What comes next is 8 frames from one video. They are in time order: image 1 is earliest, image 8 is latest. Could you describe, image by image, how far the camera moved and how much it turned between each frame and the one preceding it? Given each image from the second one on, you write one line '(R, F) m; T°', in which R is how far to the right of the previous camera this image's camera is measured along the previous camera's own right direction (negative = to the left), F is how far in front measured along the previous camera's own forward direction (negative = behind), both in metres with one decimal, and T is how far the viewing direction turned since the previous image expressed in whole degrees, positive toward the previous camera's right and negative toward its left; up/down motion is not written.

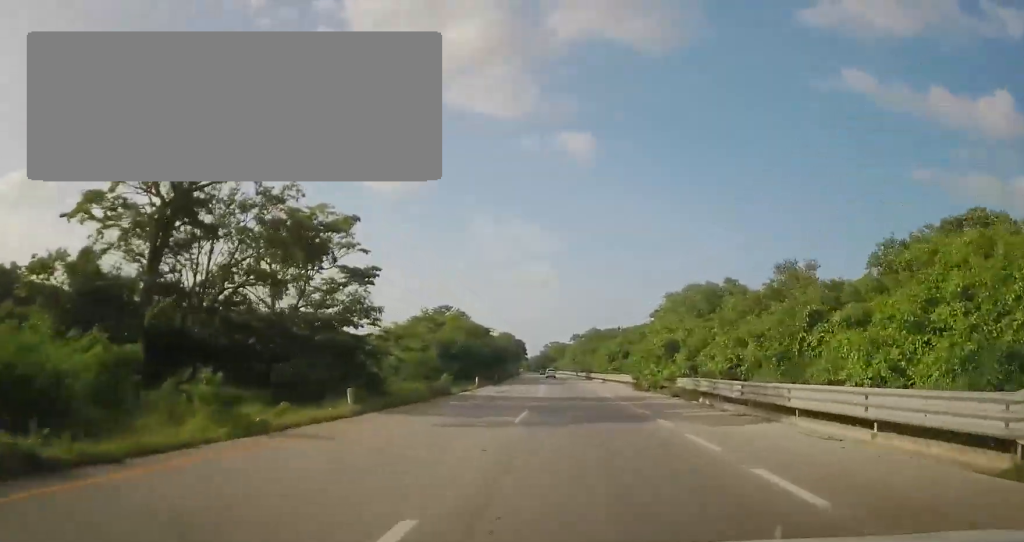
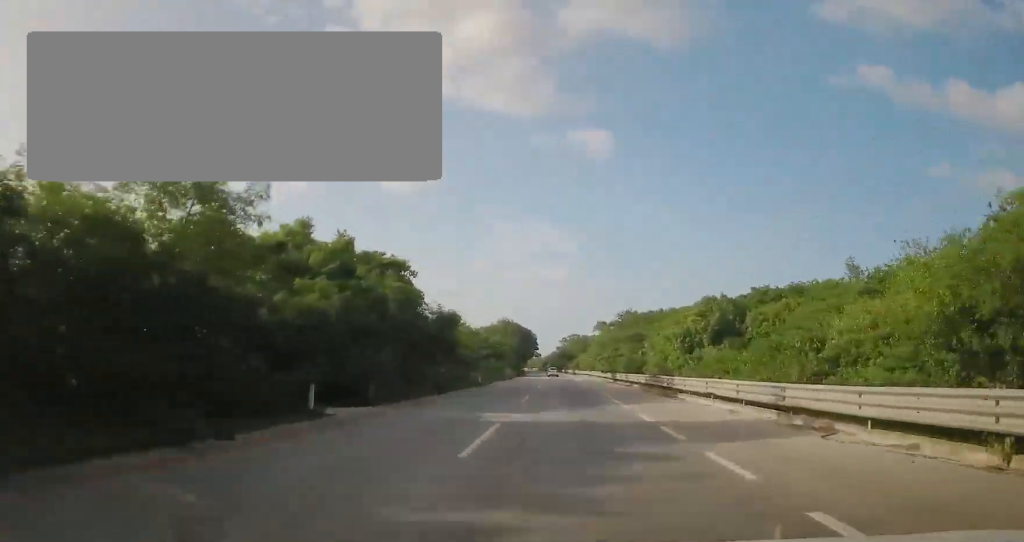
(-0.4, +52.8) m; -1°
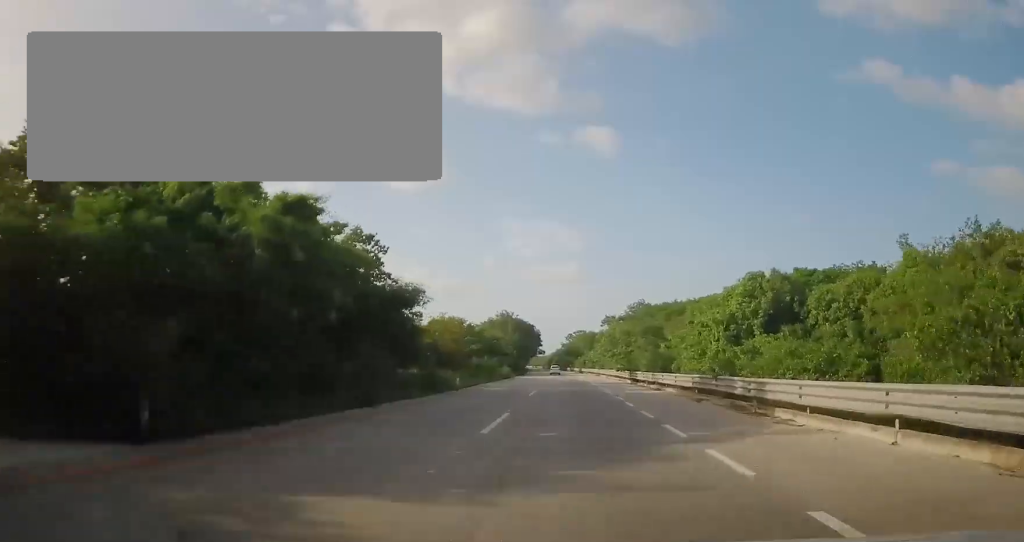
(-0.1, +12.3) m; -1°
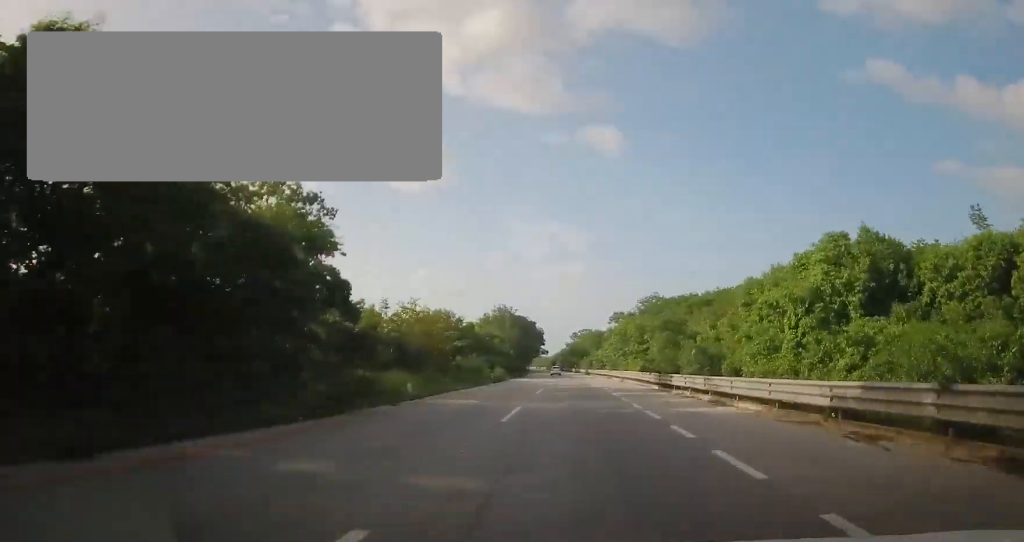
(-0.3, +12.8) m; -1°
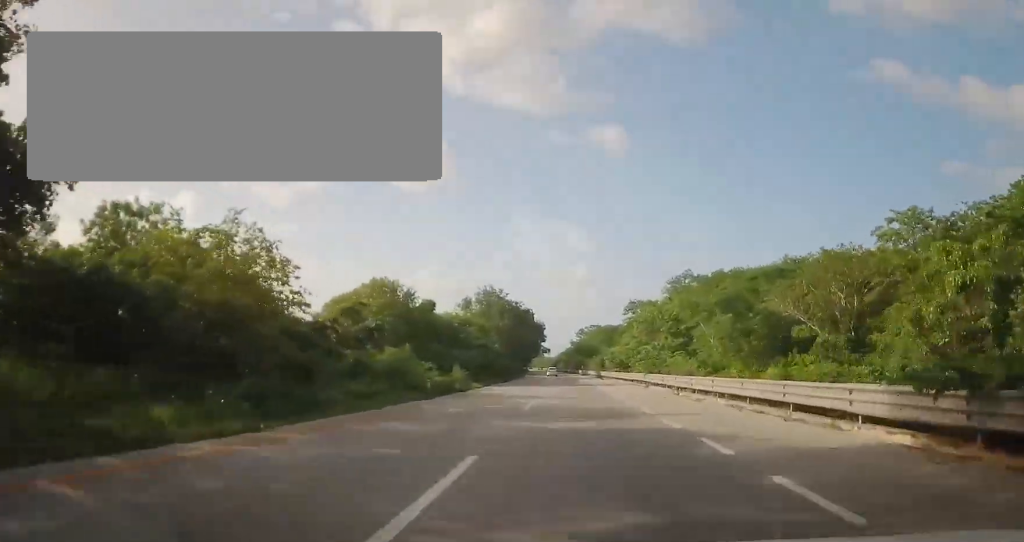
(-0.3, +27.1) m; -2°
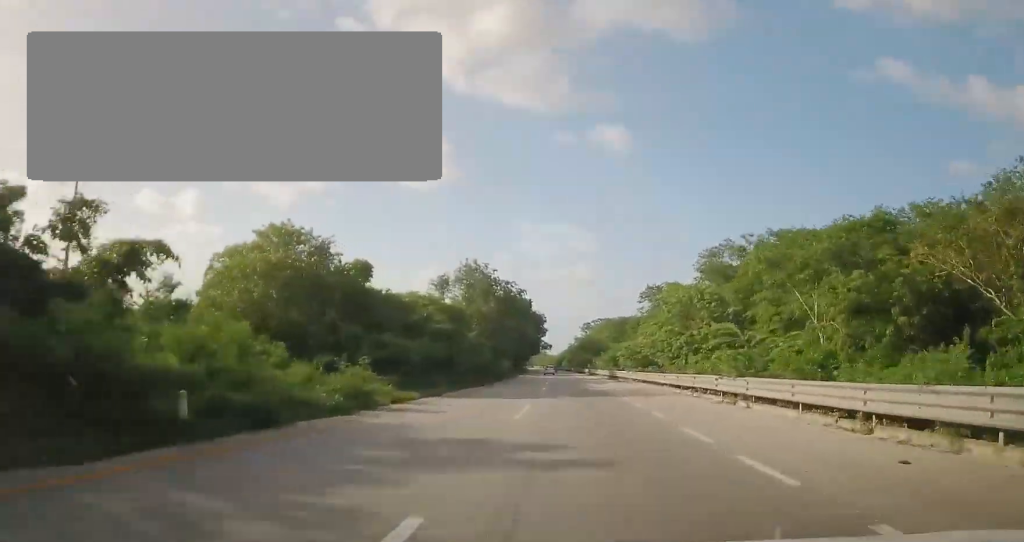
(-0.2, +19.5) m; -1°
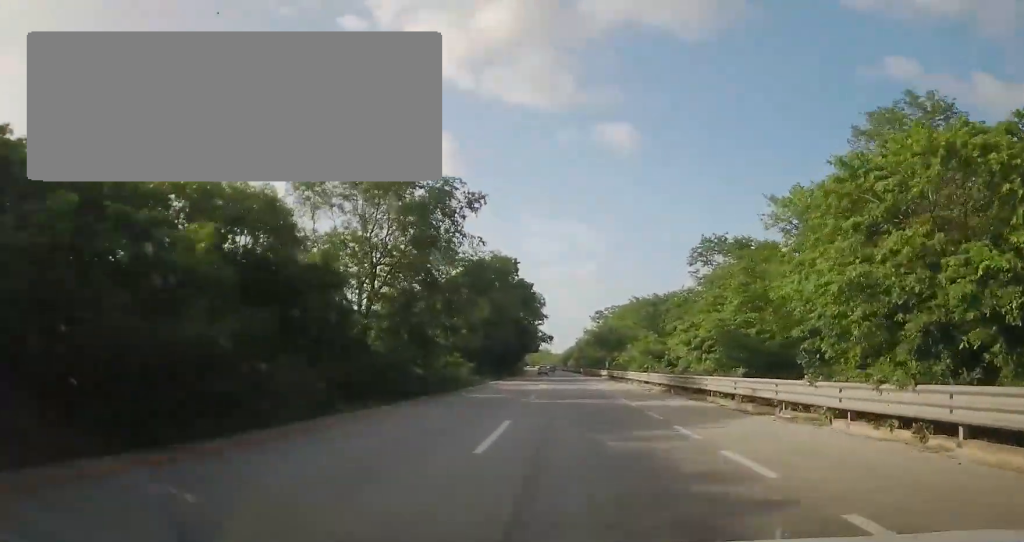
(0.0, +37.2) m; 0°
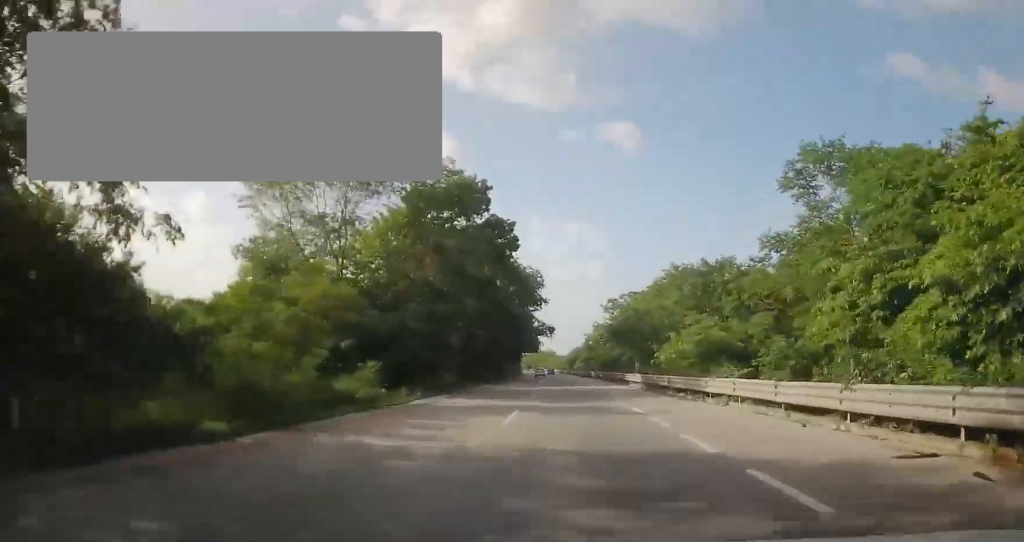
(-0.1, +26.8) m; -1°
